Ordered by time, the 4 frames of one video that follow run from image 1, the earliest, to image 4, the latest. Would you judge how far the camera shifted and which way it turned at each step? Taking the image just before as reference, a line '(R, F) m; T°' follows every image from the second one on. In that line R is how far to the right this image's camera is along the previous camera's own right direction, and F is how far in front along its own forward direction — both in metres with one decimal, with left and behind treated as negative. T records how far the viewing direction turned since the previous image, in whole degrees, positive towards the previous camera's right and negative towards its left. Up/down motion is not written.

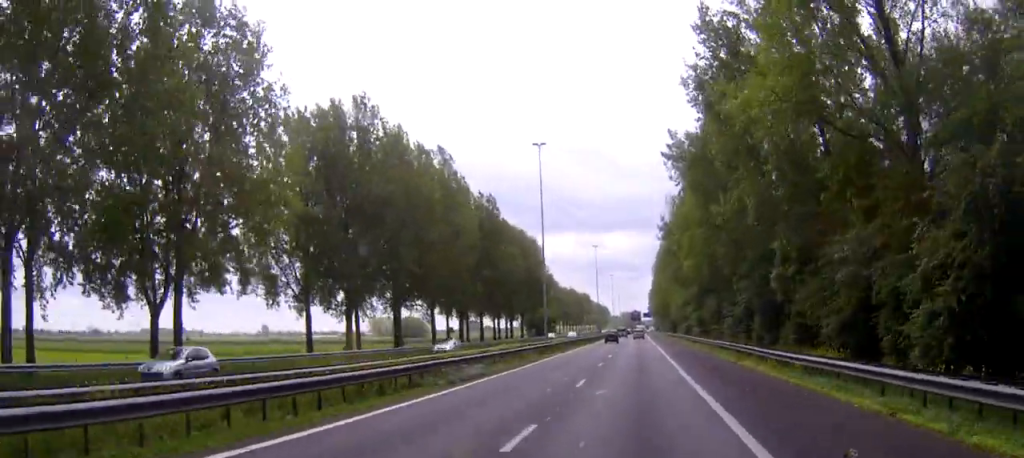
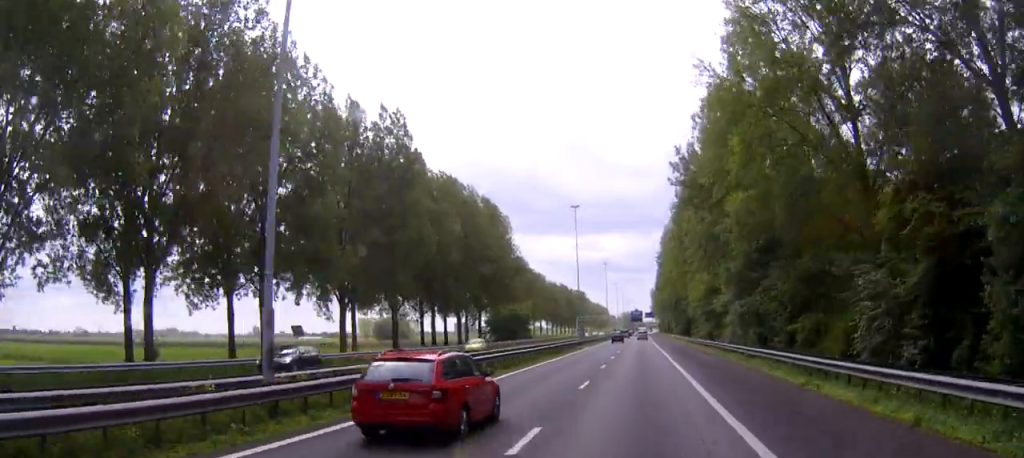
(+0.1, +47.9) m; 0°
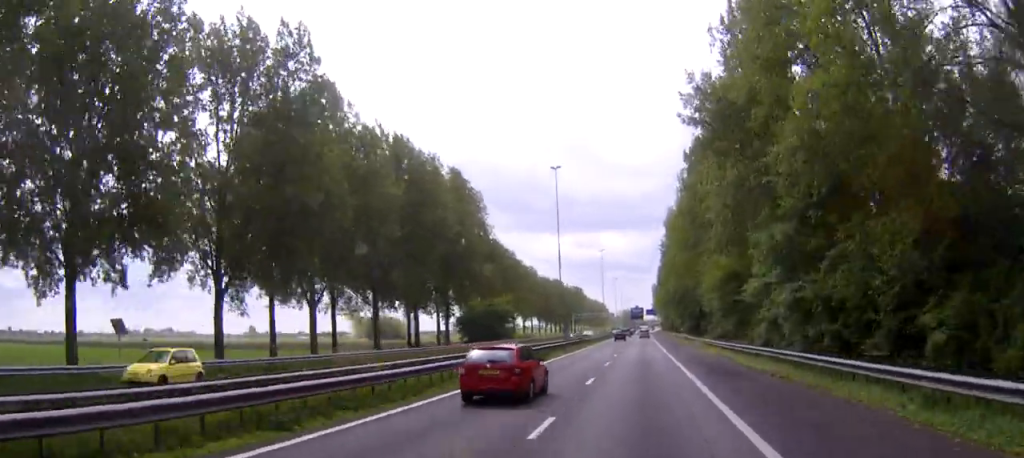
(0.0, +22.6) m; 0°
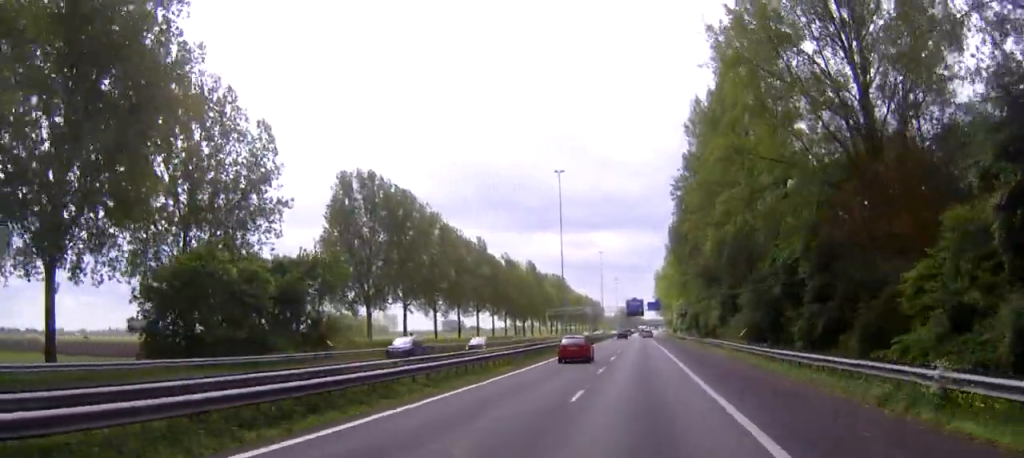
(0.0, +78.4) m; 0°
